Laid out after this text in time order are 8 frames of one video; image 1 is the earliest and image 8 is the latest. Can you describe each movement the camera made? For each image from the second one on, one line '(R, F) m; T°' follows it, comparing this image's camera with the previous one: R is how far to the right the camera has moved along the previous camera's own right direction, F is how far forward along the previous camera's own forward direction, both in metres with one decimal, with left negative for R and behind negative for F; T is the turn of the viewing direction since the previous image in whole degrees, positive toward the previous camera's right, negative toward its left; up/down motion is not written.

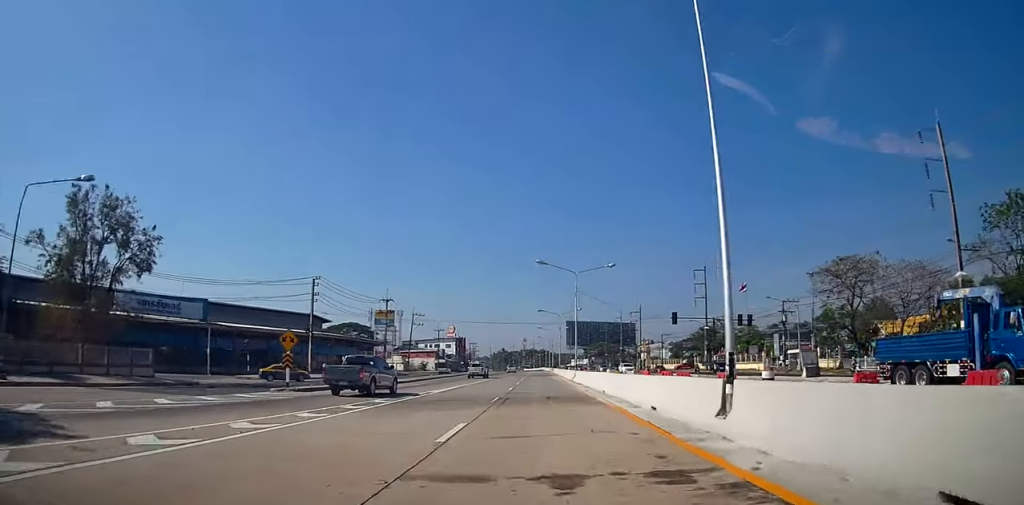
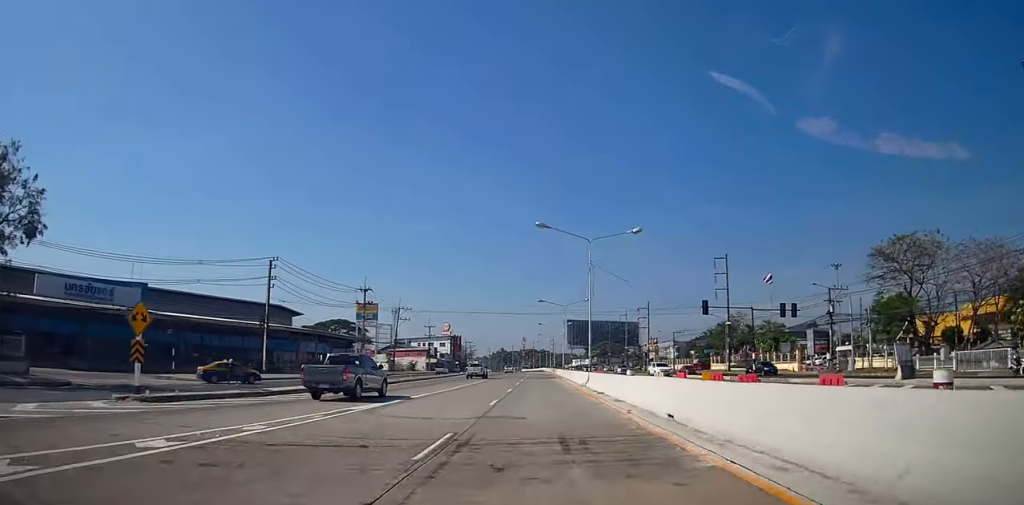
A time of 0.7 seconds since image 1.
(0.0, +12.0) m; -1°
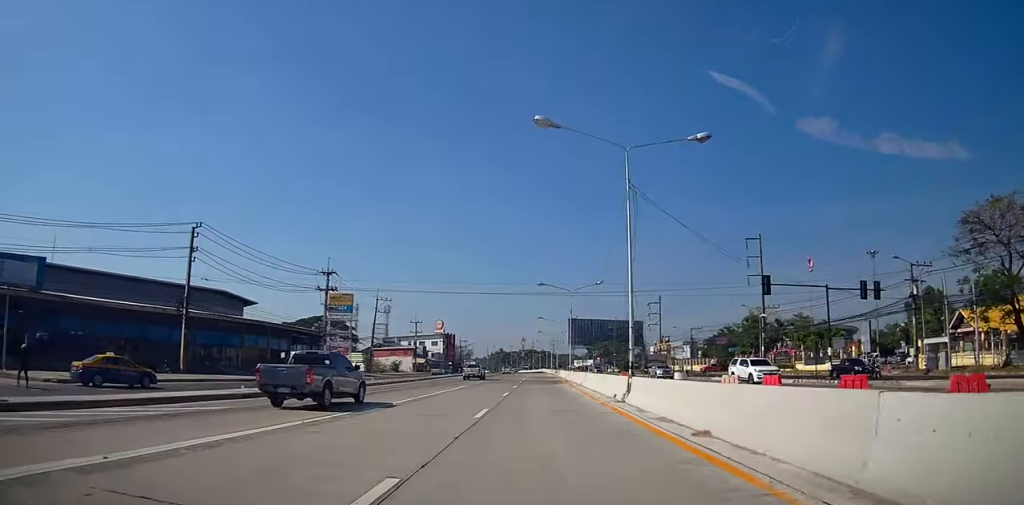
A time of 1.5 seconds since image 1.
(-0.2, +14.5) m; -1°
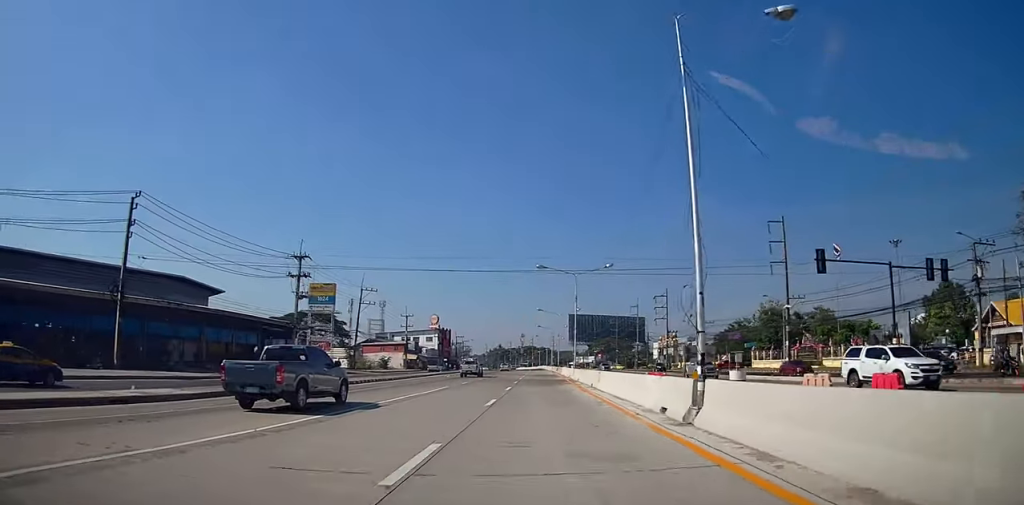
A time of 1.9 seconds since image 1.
(-0.4, +7.9) m; 0°
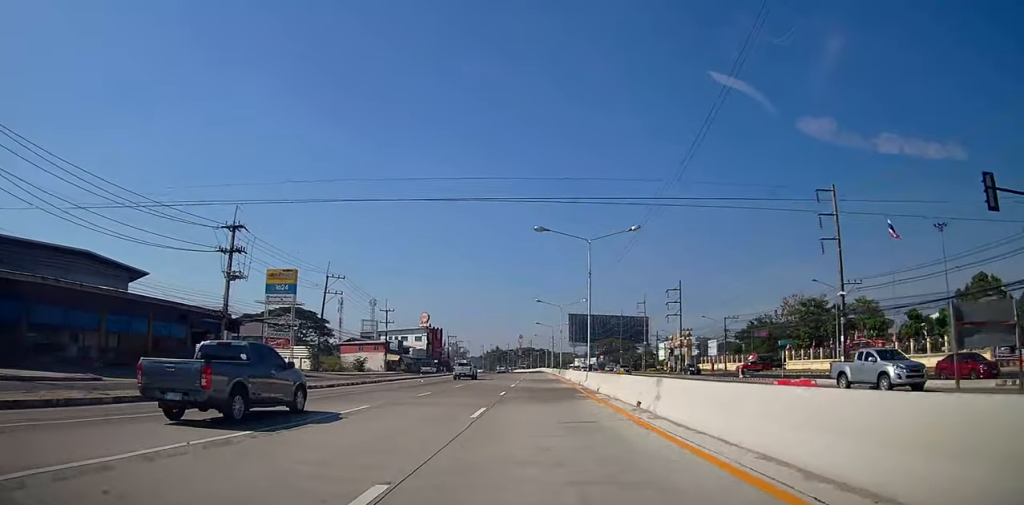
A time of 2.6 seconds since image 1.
(+0.4, +13.6) m; +1°
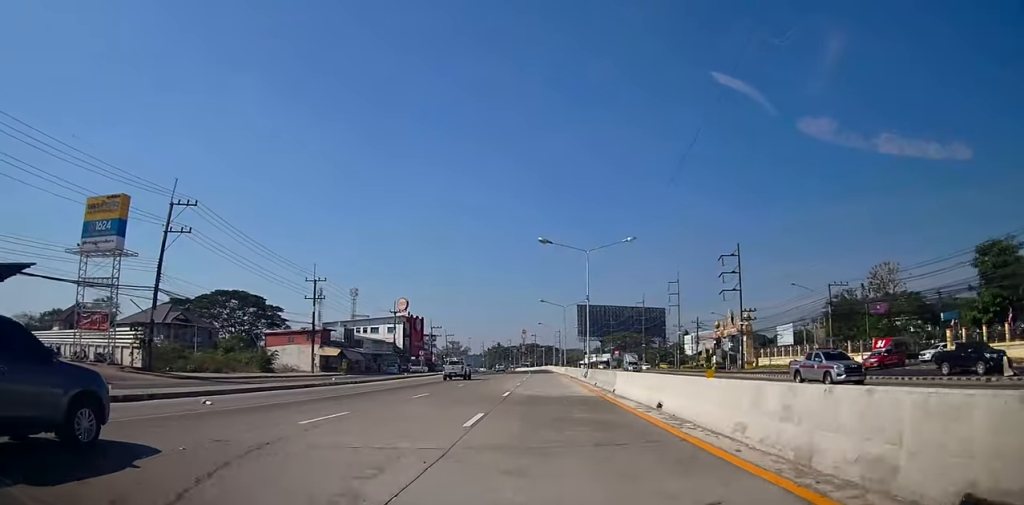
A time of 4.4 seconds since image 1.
(0.0, +33.0) m; -1°
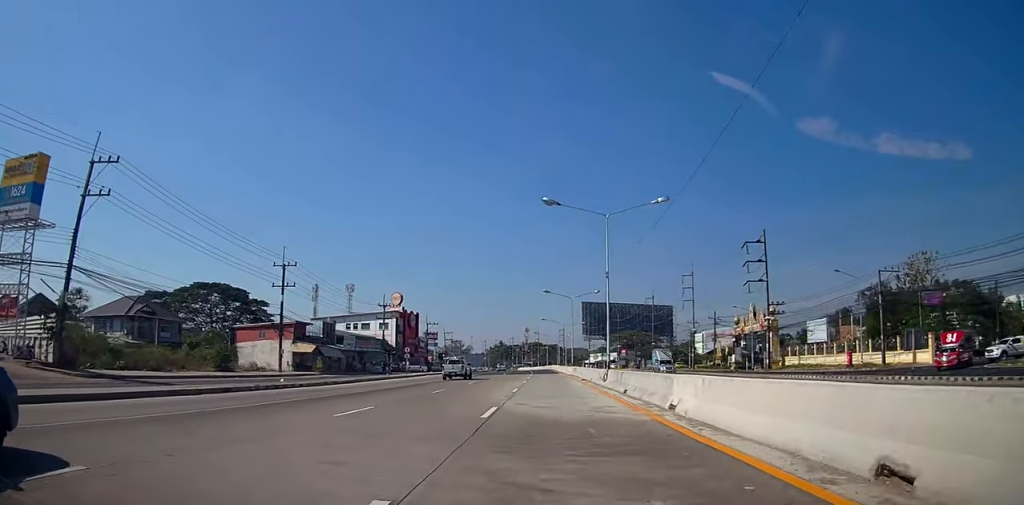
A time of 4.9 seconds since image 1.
(0.0, +9.0) m; 0°
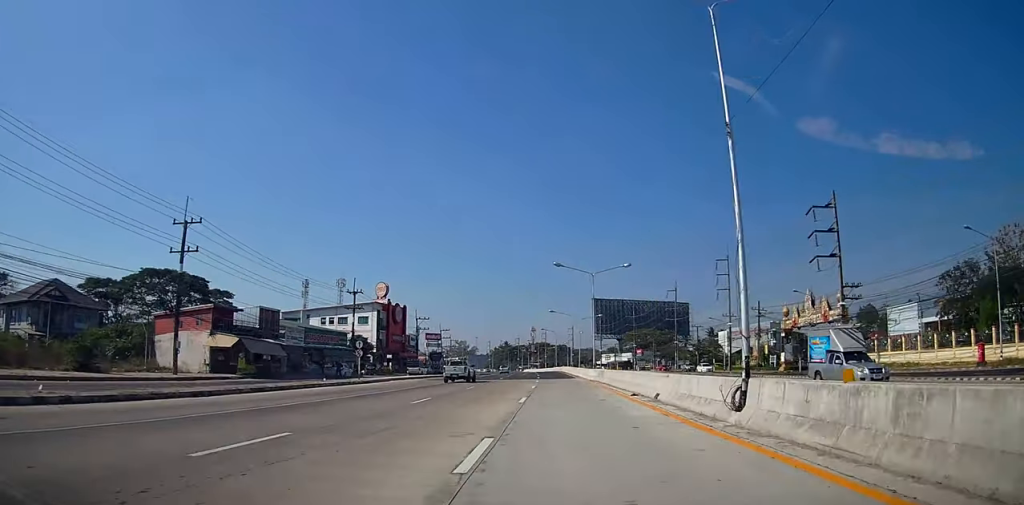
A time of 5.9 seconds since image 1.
(0.0, +18.1) m; +1°
